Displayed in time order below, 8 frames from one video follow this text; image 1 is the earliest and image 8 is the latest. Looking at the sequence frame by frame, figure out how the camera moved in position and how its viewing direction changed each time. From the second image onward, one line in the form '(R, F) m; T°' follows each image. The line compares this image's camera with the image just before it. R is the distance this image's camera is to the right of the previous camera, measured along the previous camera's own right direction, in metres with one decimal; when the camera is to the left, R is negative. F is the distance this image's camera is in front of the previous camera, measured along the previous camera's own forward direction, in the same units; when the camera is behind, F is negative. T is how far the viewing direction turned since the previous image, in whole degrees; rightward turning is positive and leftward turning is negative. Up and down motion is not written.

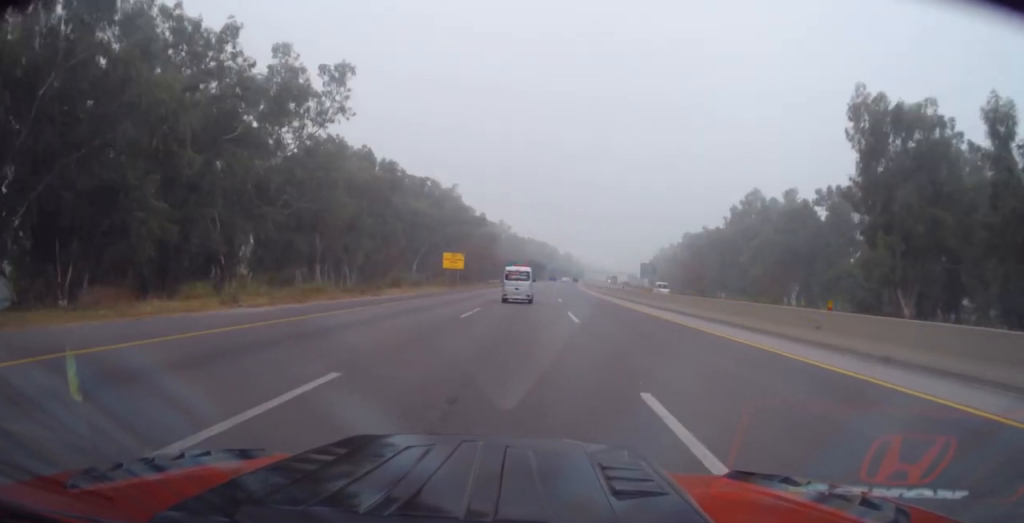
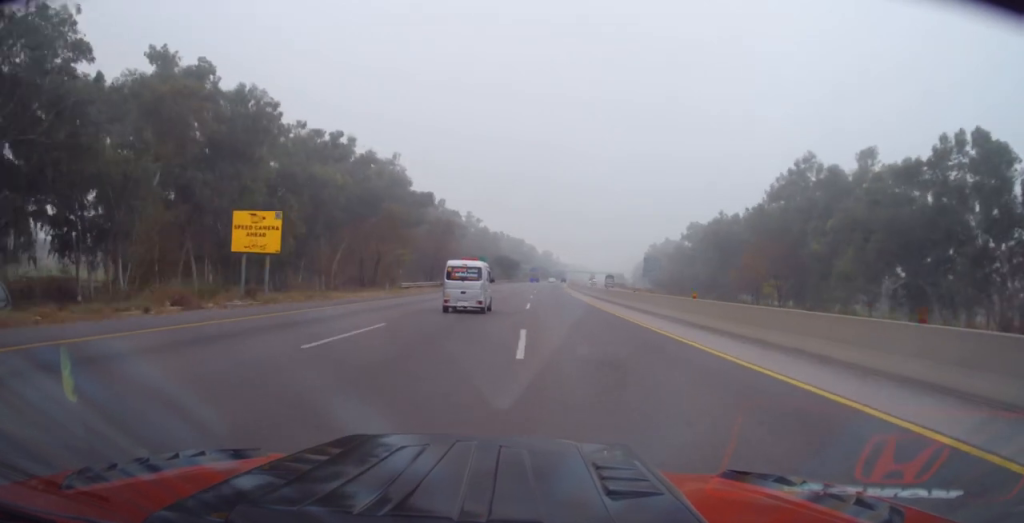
(+1.4, +45.4) m; +2°
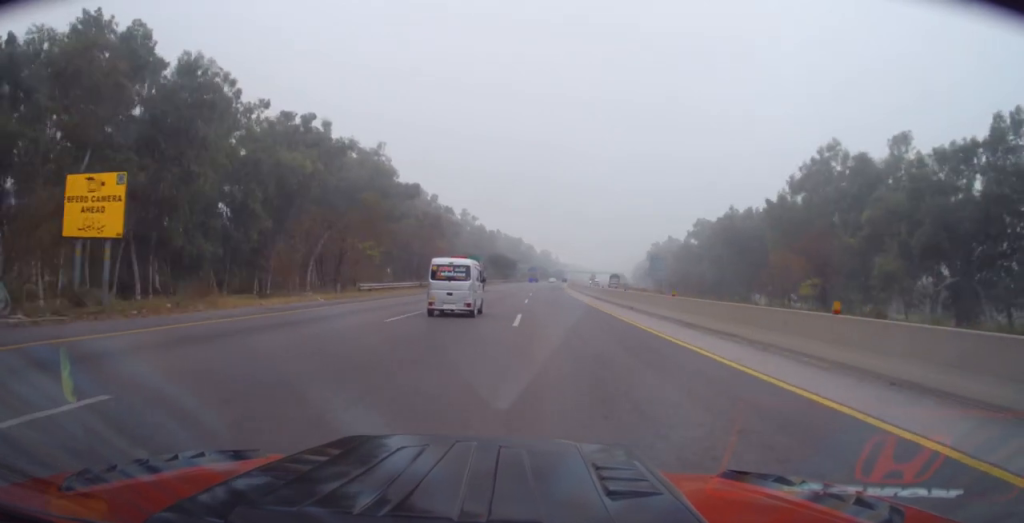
(-0.1, +10.9) m; 0°
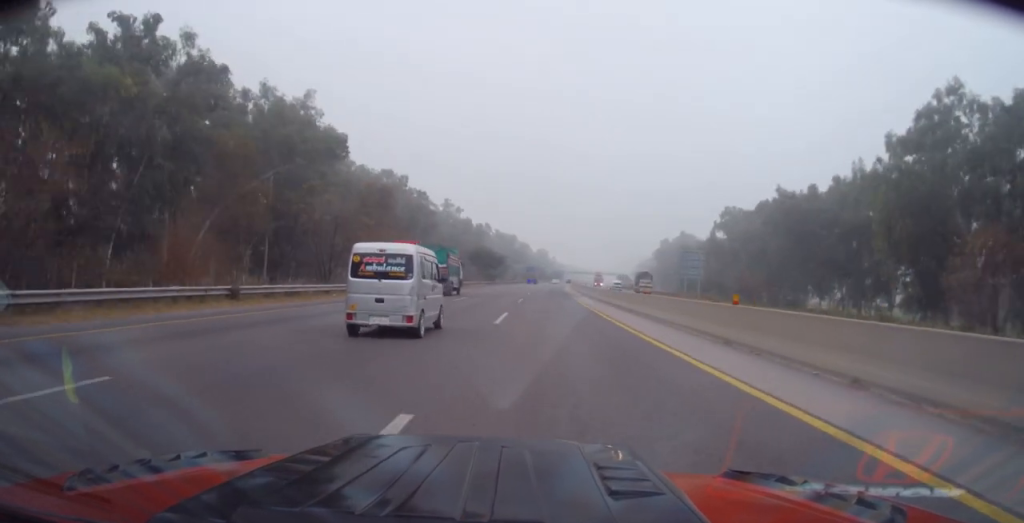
(-0.1, +35.5) m; 0°
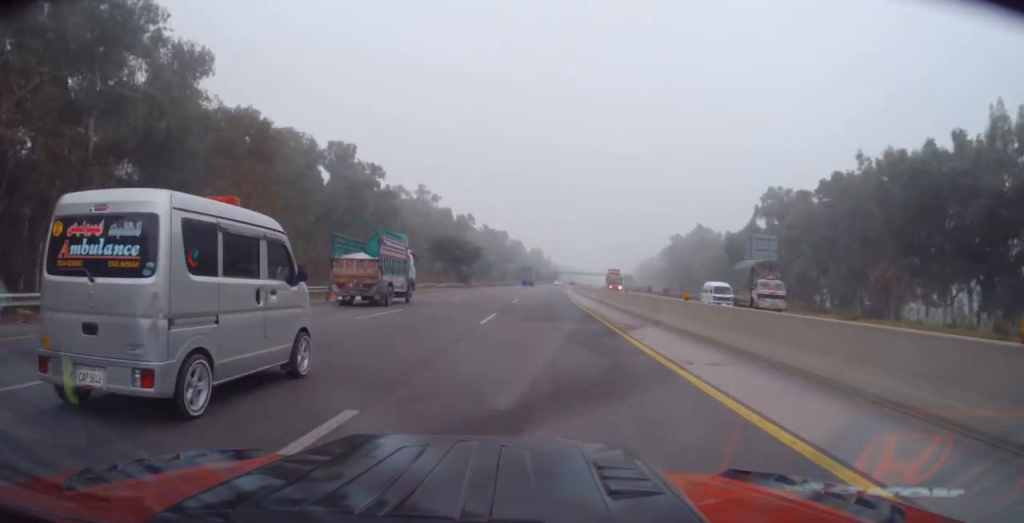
(+0.1, +36.4) m; 0°
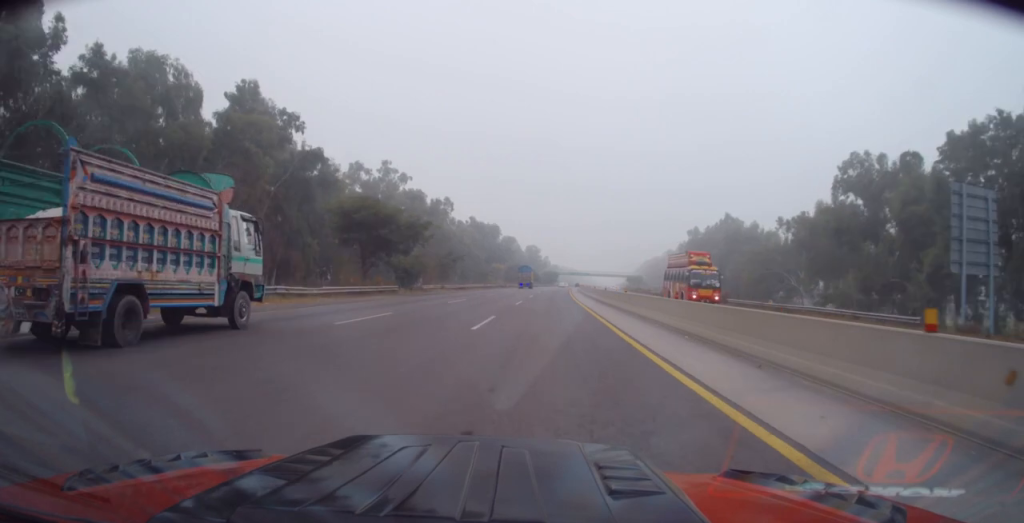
(0.0, +38.0) m; +1°
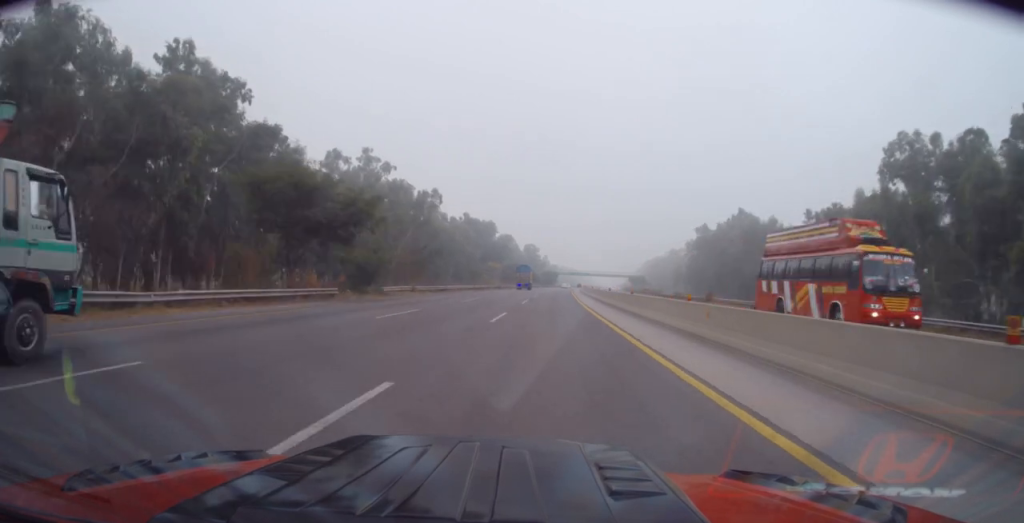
(-0.1, +14.4) m; 0°
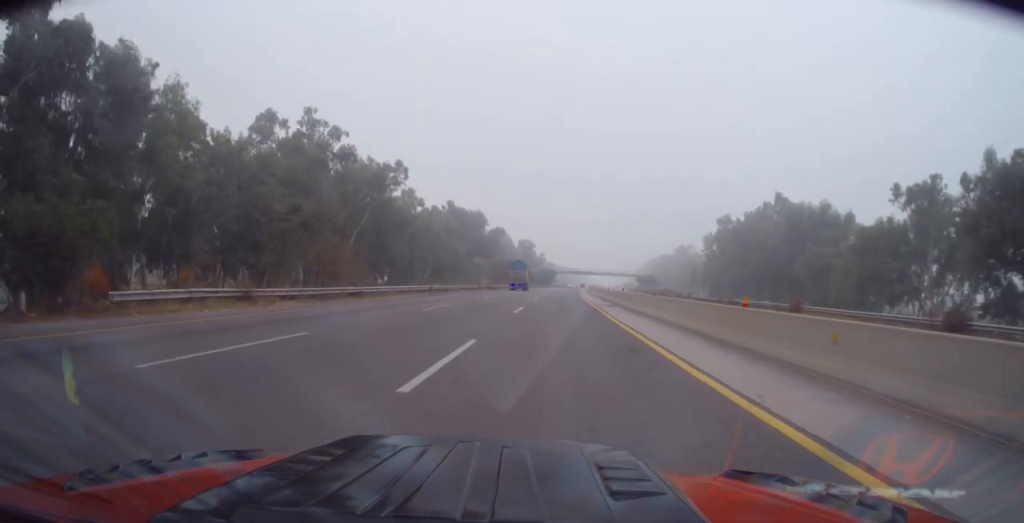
(+0.5, +30.5) m; 0°
